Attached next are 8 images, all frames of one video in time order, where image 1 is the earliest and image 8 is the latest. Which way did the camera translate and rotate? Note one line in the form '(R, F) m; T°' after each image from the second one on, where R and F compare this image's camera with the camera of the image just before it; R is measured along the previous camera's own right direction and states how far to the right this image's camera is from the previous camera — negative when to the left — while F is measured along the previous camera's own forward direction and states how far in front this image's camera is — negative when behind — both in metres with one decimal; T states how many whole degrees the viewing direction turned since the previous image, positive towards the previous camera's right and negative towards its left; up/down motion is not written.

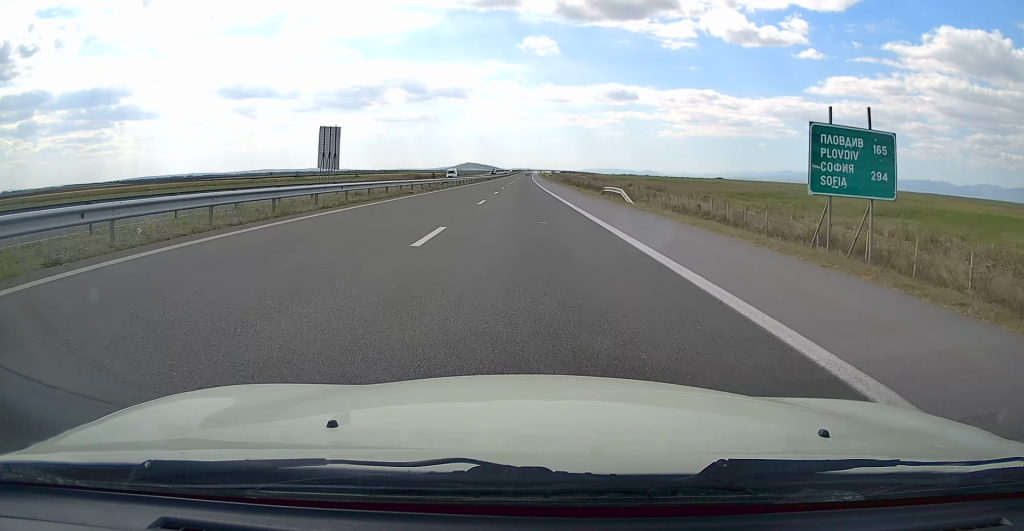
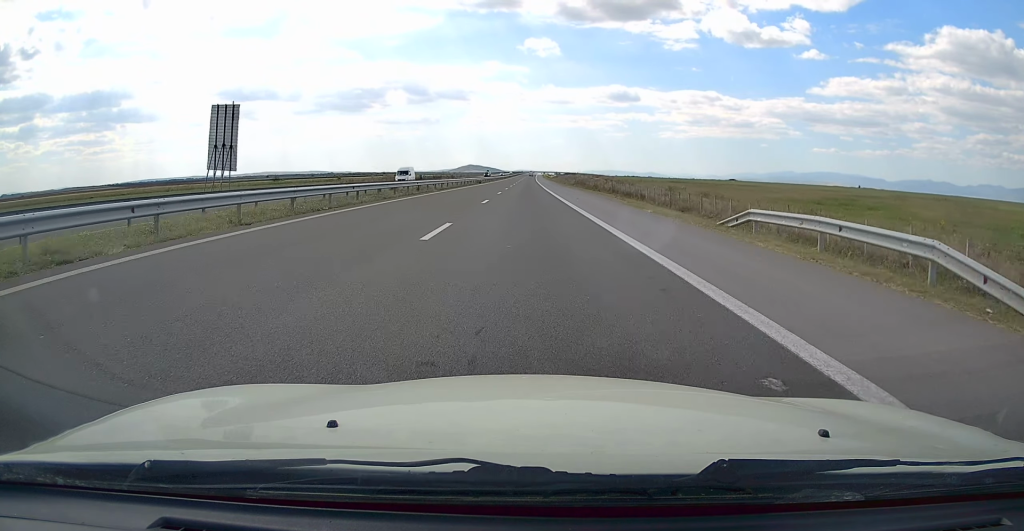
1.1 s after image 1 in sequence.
(0.0, +30.3) m; 0°
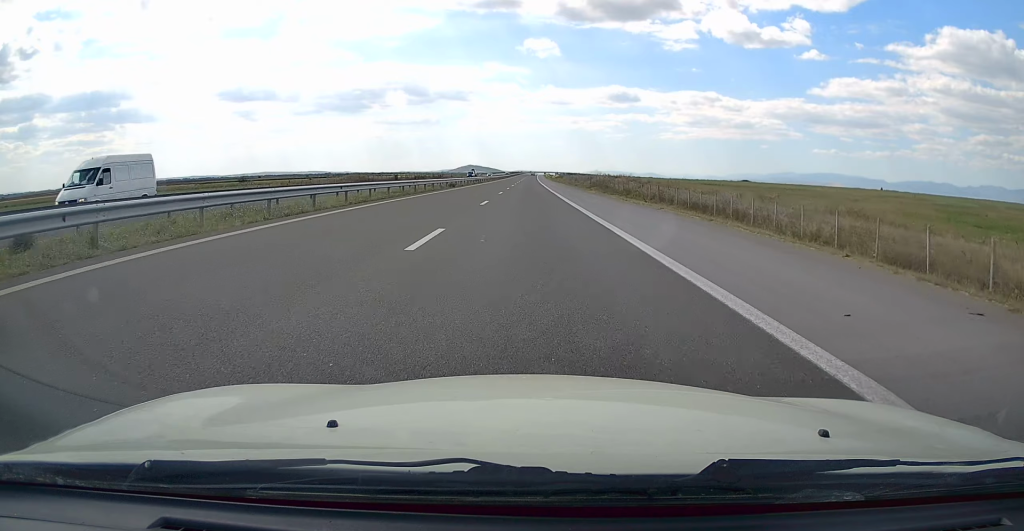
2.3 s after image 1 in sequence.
(0.0, +34.1) m; +1°
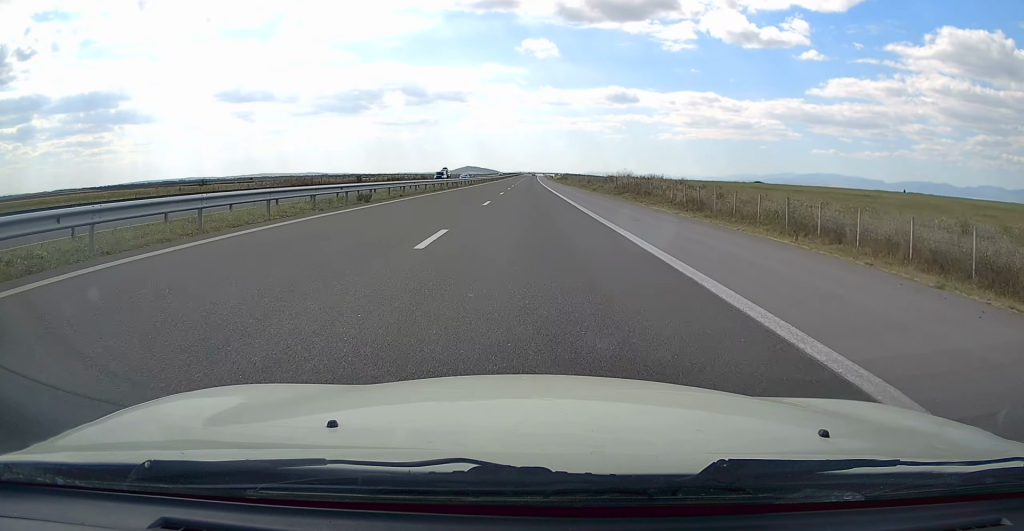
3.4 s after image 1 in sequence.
(+0.4, +32.1) m; 0°
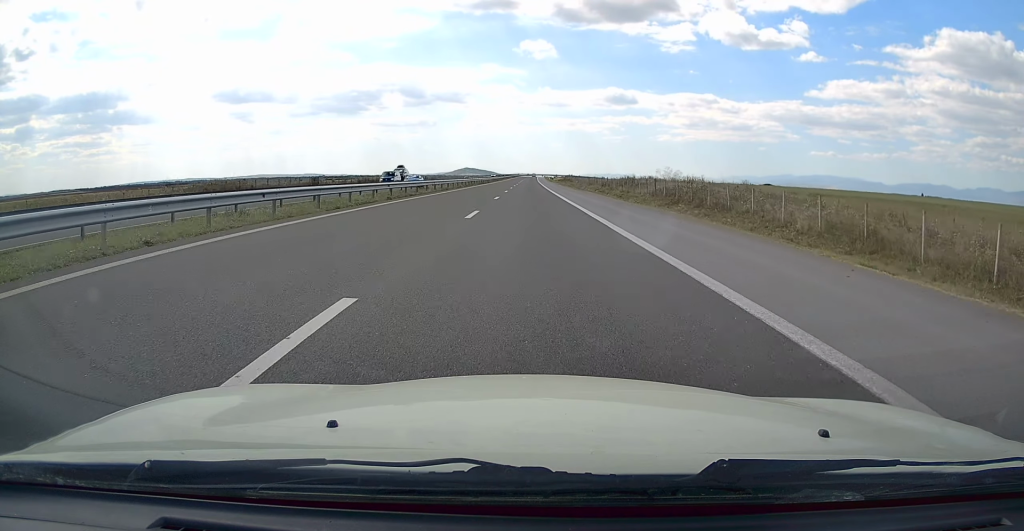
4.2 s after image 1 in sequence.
(-0.3, +23.6) m; -1°
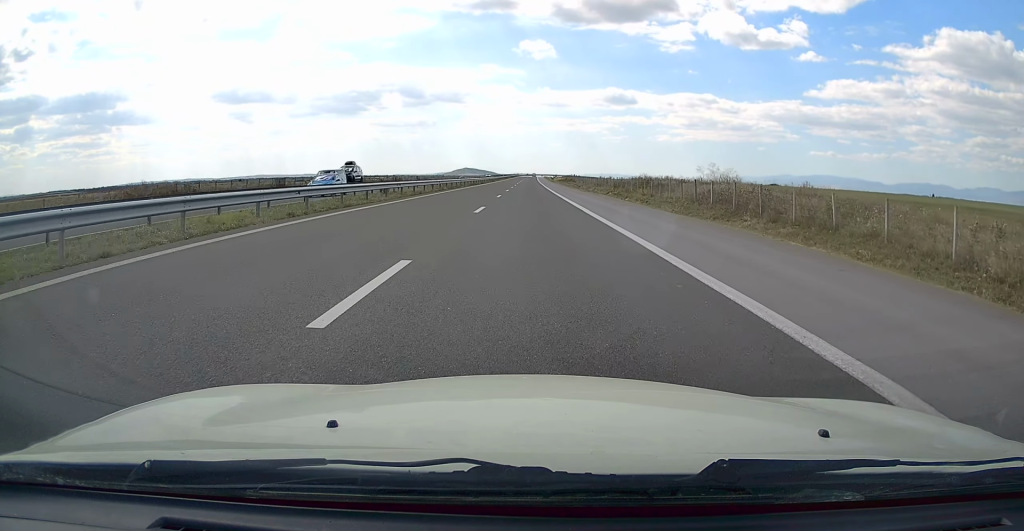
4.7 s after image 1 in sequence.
(-0.1, +13.2) m; 0°
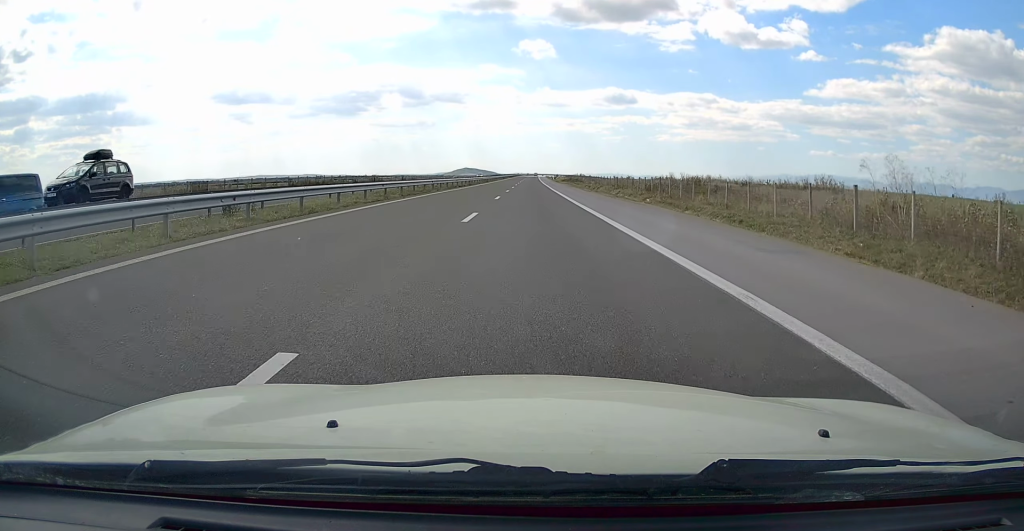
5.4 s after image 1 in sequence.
(0.0, +20.8) m; 0°
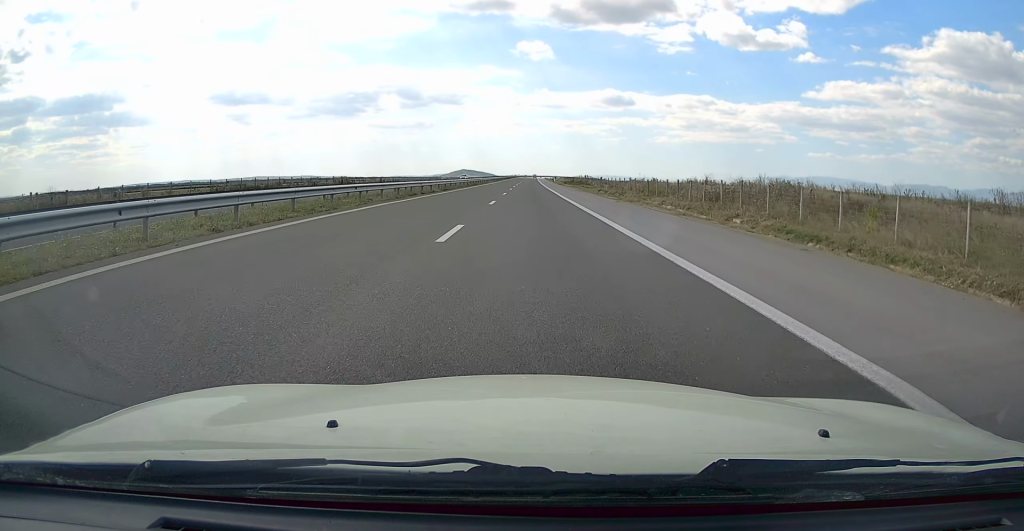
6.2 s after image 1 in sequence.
(0.0, +20.8) m; +1°
